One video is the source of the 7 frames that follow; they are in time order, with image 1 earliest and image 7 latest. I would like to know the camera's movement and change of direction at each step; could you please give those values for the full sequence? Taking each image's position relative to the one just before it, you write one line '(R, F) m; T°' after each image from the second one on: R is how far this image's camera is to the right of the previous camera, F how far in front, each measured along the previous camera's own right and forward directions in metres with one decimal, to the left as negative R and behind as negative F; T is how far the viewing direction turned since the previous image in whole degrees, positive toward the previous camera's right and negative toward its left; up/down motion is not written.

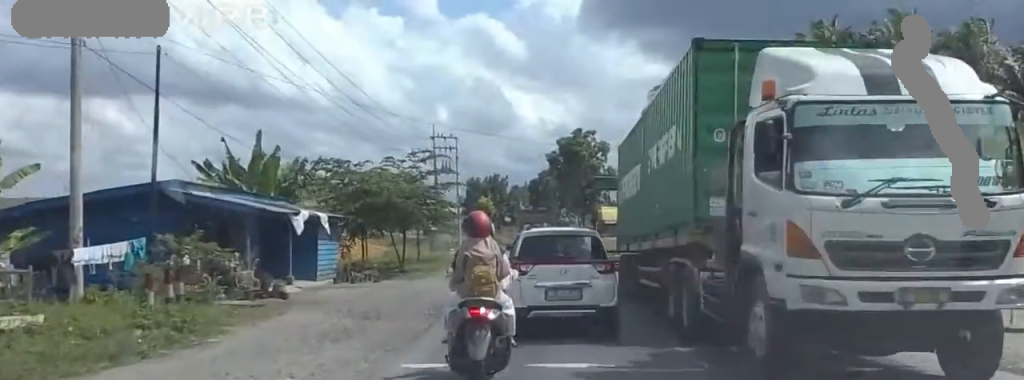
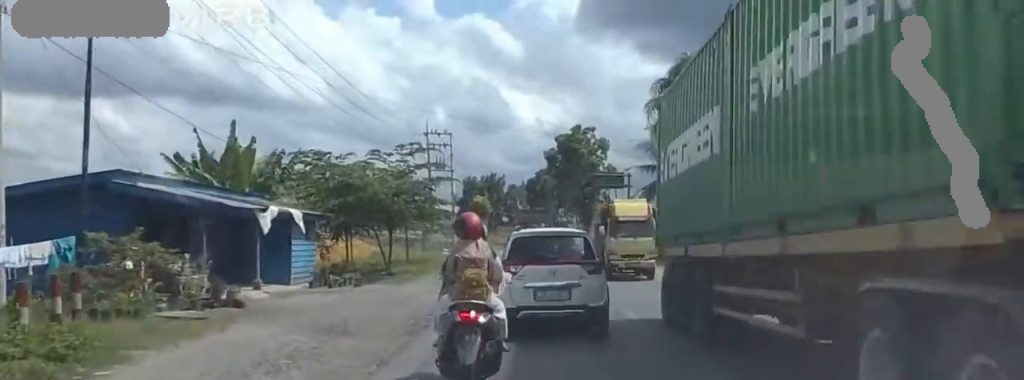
(+0.7, +6.1) m; +4°
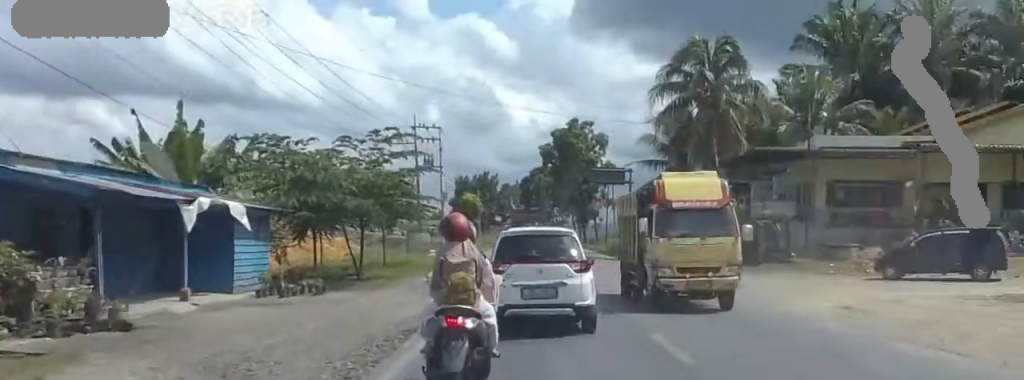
(0.0, +9.4) m; +1°
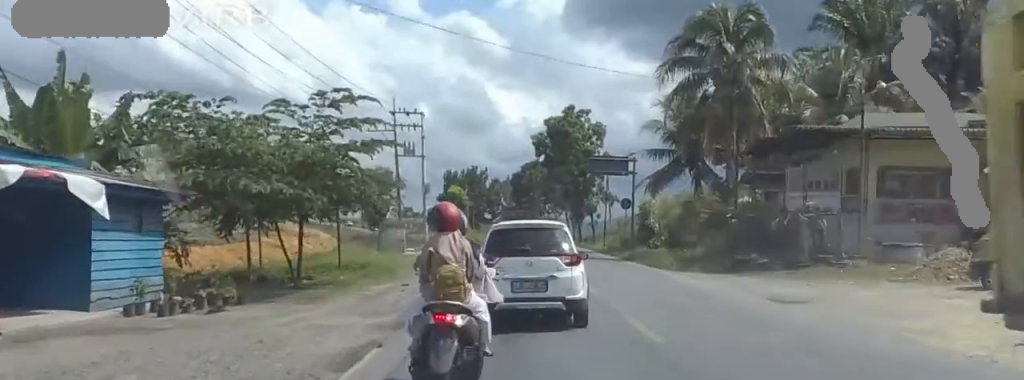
(0.0, +13.3) m; 0°
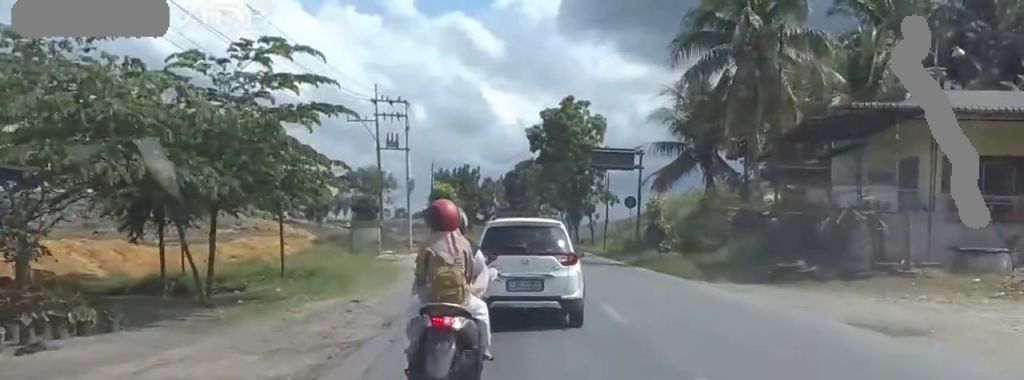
(+0.1, +11.1) m; +2°
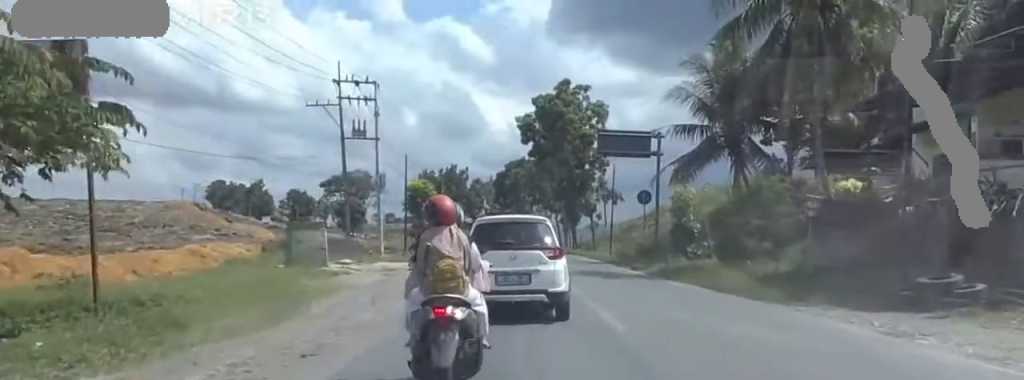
(+1.3, +18.7) m; +8°
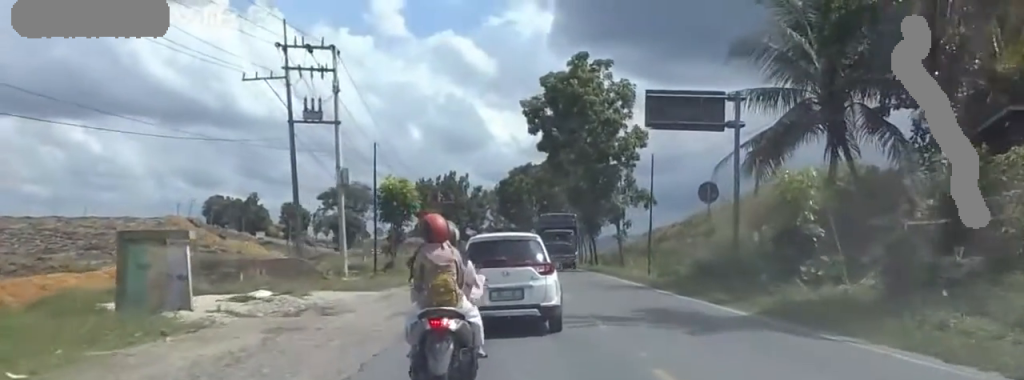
(-0.6, +26.0) m; -4°
